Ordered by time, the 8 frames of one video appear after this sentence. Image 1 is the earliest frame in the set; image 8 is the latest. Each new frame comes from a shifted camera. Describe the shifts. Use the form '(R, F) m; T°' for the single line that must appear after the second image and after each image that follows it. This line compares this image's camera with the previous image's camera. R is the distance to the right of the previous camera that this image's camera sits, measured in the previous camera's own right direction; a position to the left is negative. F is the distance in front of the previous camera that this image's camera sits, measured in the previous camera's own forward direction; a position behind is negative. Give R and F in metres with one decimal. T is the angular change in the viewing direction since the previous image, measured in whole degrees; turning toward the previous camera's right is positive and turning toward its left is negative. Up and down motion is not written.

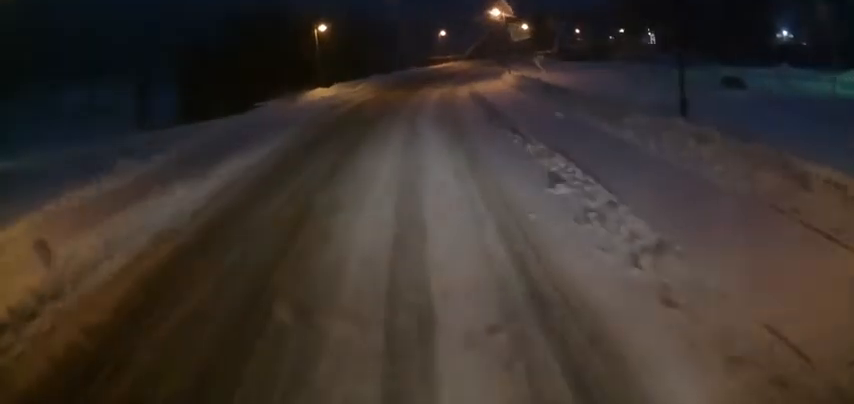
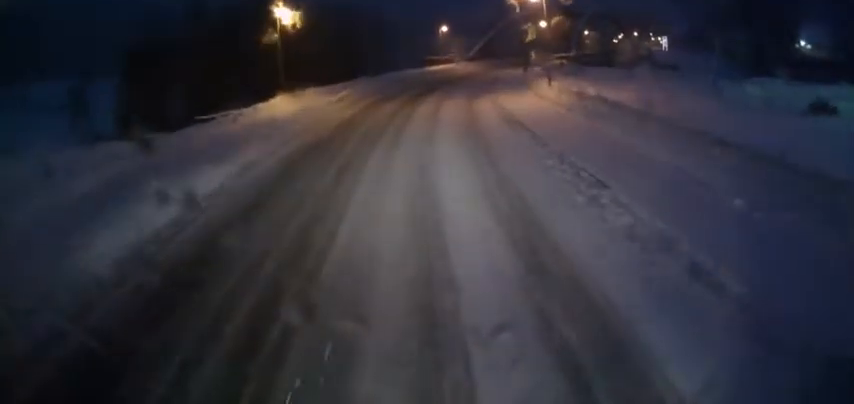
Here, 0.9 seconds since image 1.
(0.0, +10.2) m; 0°
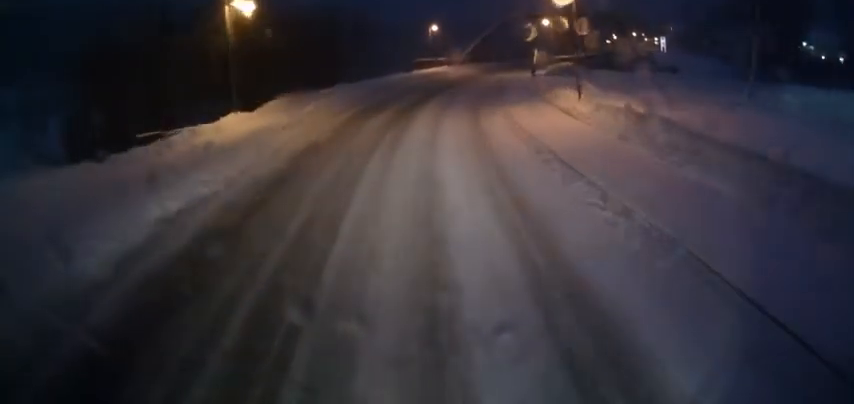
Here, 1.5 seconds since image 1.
(-0.2, +6.1) m; 0°
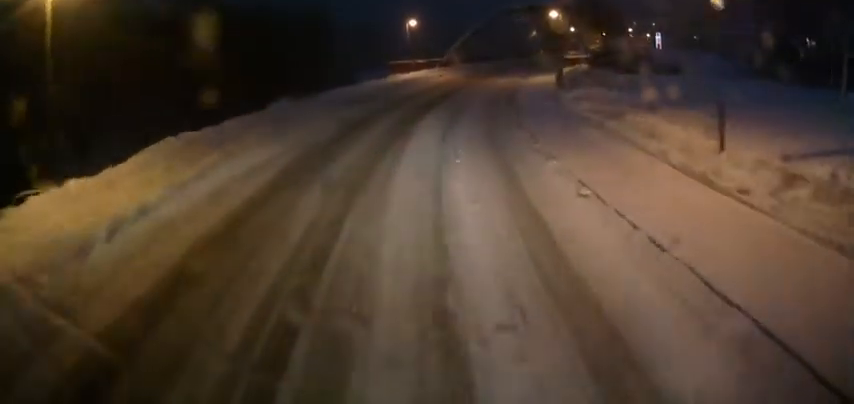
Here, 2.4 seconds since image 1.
(+0.4, +9.6) m; +2°
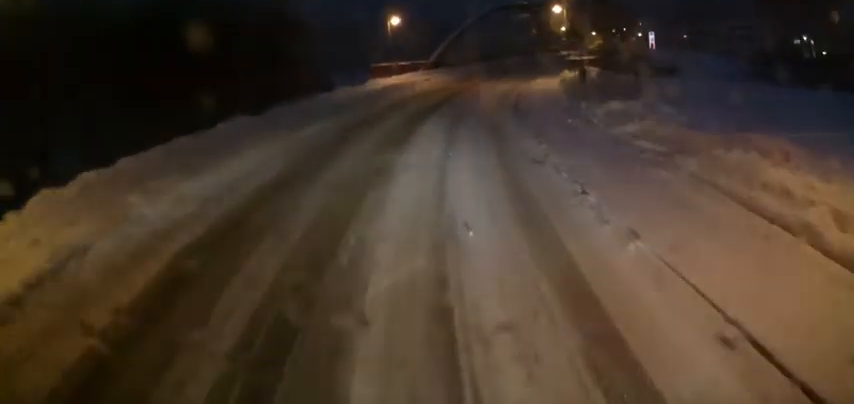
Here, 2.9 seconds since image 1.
(0.0, +5.0) m; +2°
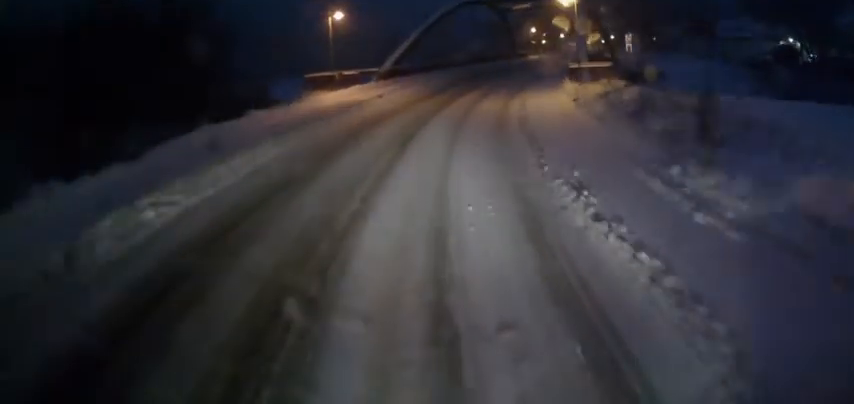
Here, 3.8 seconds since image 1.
(+0.2, +9.3) m; +4°
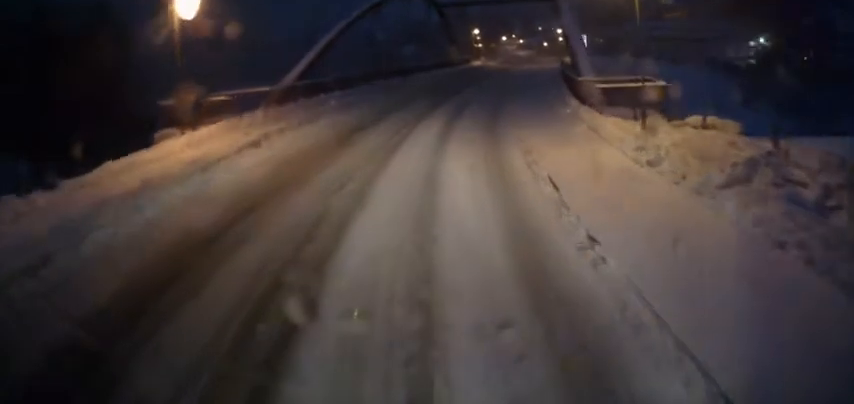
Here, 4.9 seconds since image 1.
(+0.9, +12.4) m; +9°
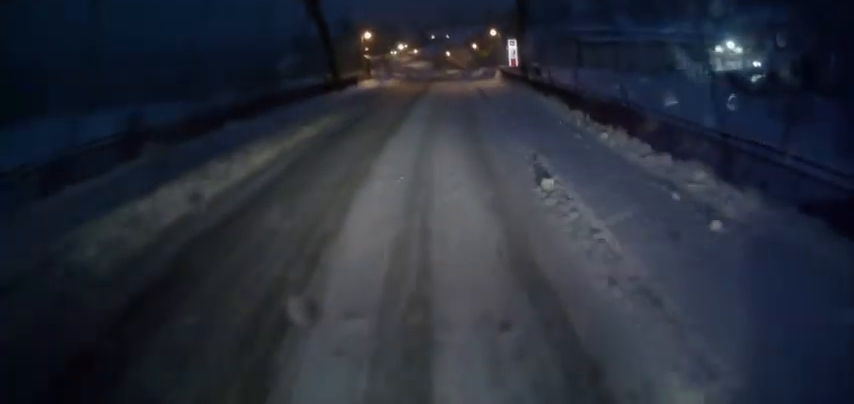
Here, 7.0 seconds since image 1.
(+3.2, +22.6) m; +11°
